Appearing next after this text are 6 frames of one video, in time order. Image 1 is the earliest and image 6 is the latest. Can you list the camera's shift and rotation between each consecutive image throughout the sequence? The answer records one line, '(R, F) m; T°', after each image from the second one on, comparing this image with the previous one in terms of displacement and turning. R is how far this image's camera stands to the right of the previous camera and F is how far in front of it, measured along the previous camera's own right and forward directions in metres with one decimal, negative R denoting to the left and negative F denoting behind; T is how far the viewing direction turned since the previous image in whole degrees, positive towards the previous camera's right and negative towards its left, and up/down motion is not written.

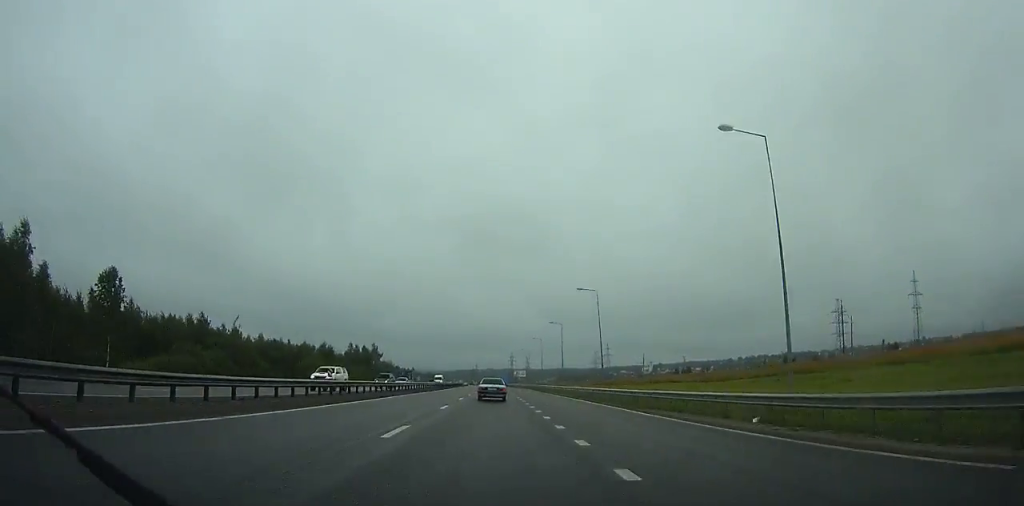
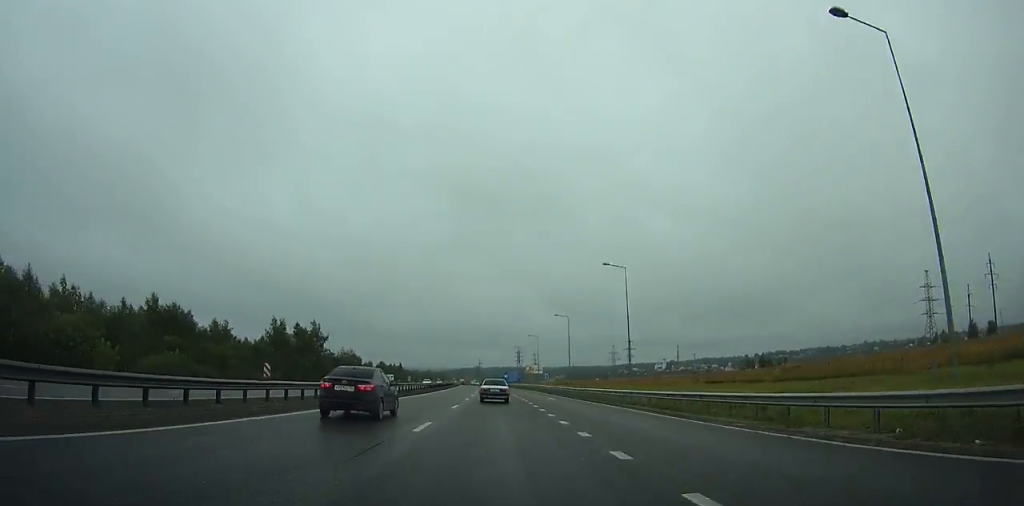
(-0.4, +81.7) m; 0°
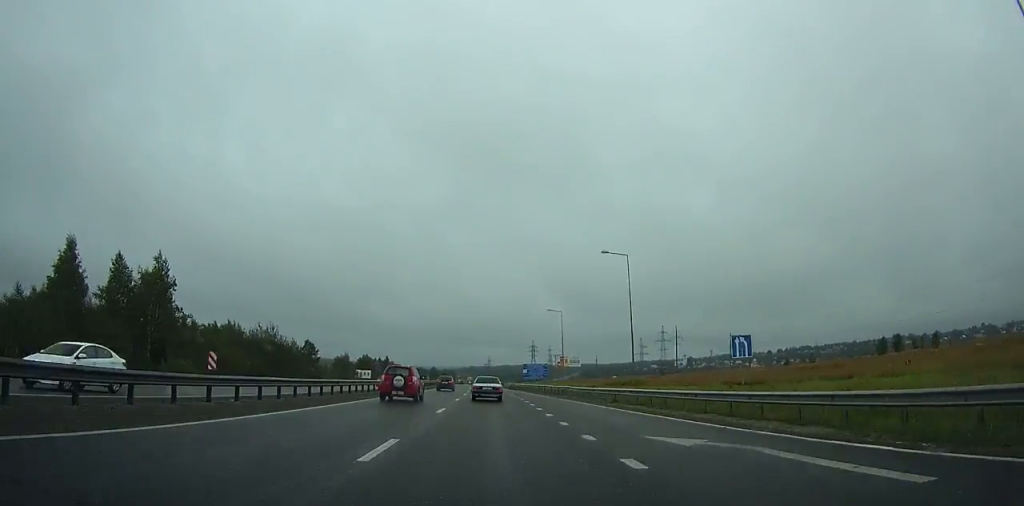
(+0.1, +76.3) m; 0°
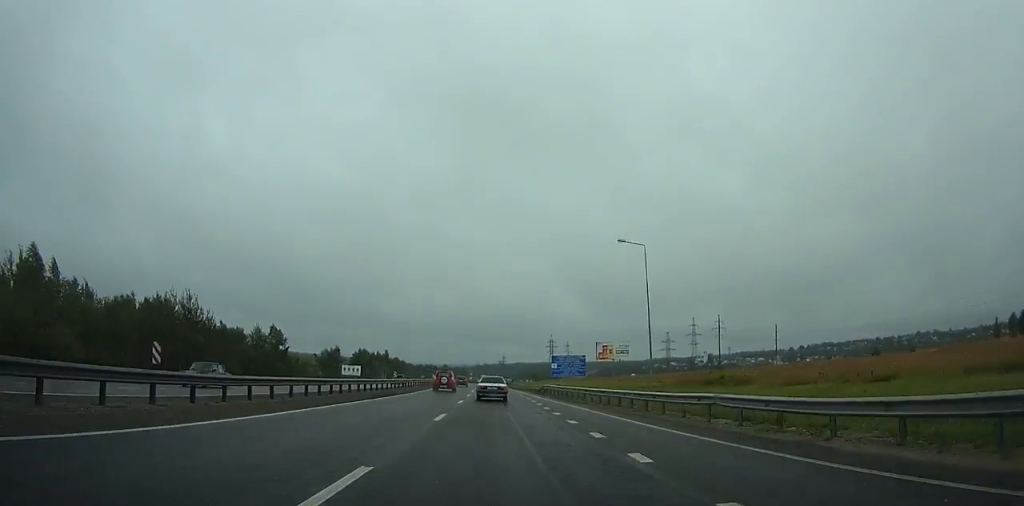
(-0.3, +39.0) m; -1°
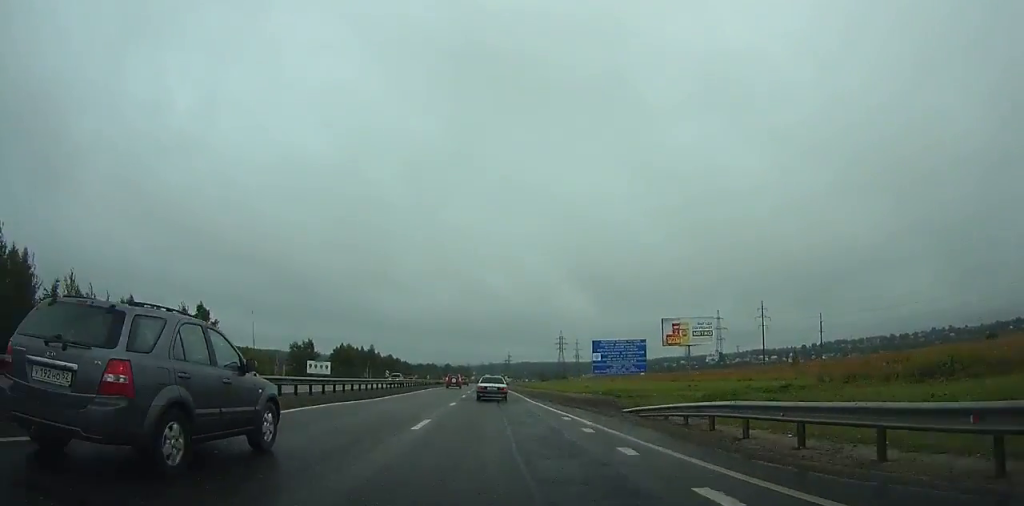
(-0.4, +39.1) m; -1°
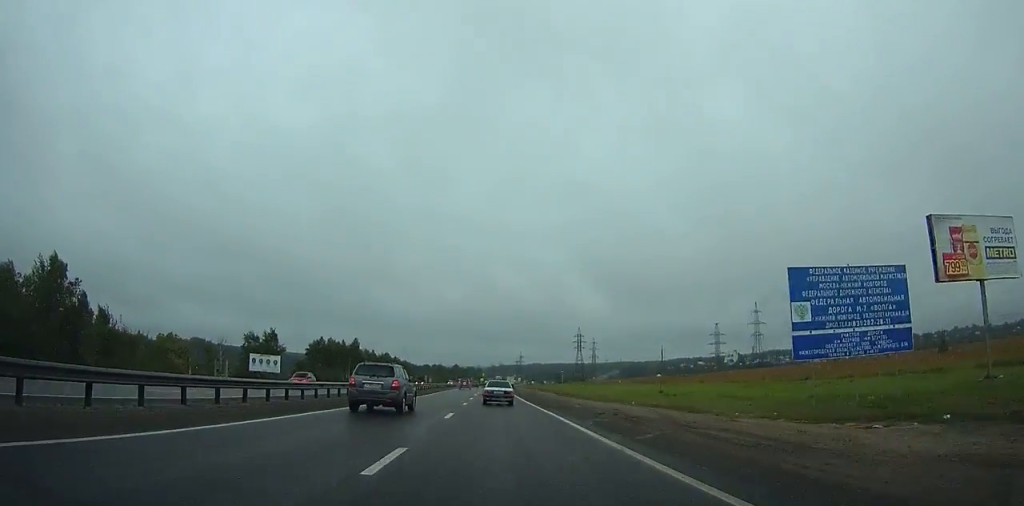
(-0.2, +41.7) m; -1°
